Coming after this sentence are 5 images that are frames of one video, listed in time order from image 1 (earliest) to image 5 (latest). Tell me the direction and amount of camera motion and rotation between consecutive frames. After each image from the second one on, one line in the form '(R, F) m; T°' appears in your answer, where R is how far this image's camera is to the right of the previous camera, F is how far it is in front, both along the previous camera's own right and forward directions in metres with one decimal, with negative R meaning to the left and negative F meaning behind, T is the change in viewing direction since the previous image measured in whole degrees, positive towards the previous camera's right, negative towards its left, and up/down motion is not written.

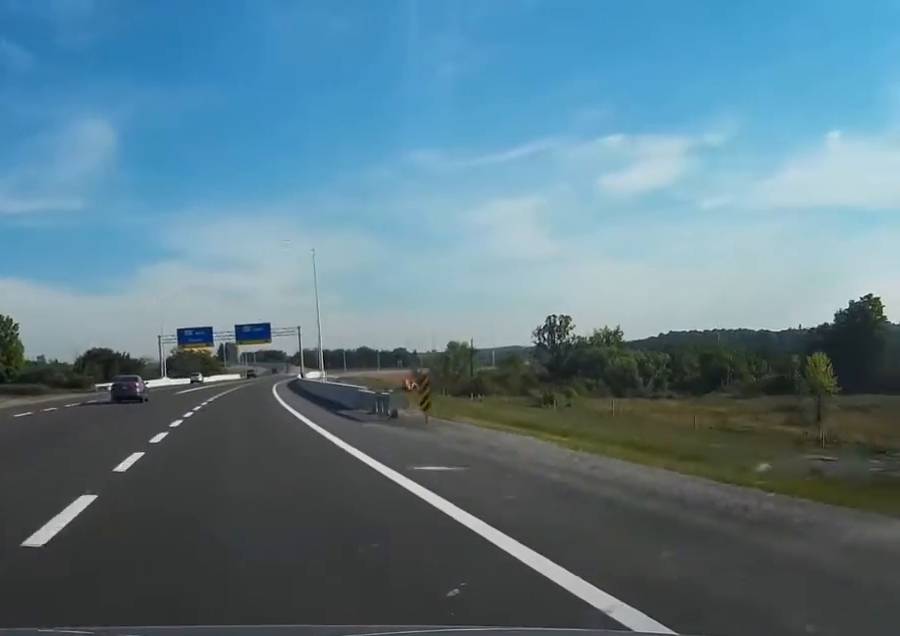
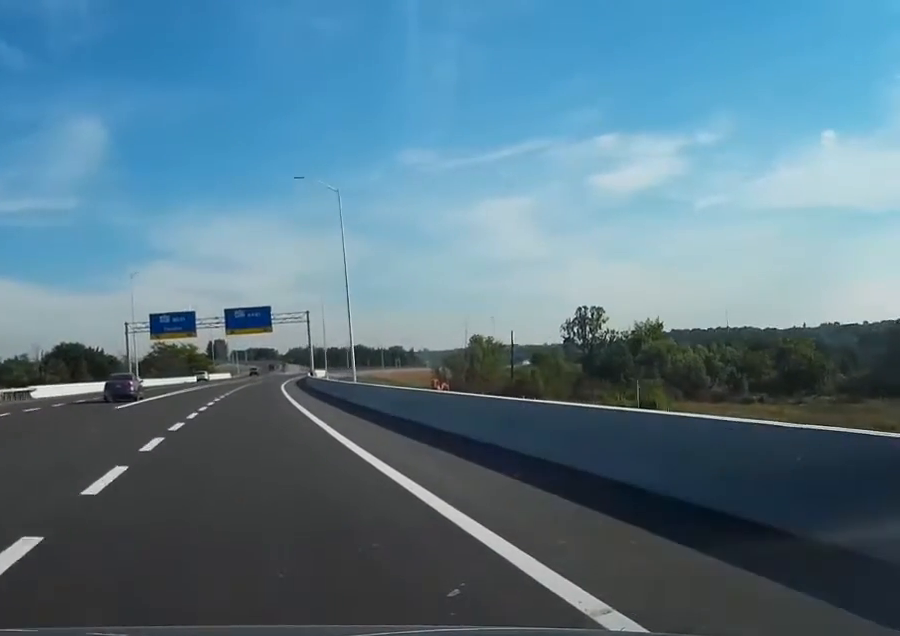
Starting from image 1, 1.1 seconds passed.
(+0.2, +32.5) m; +1°
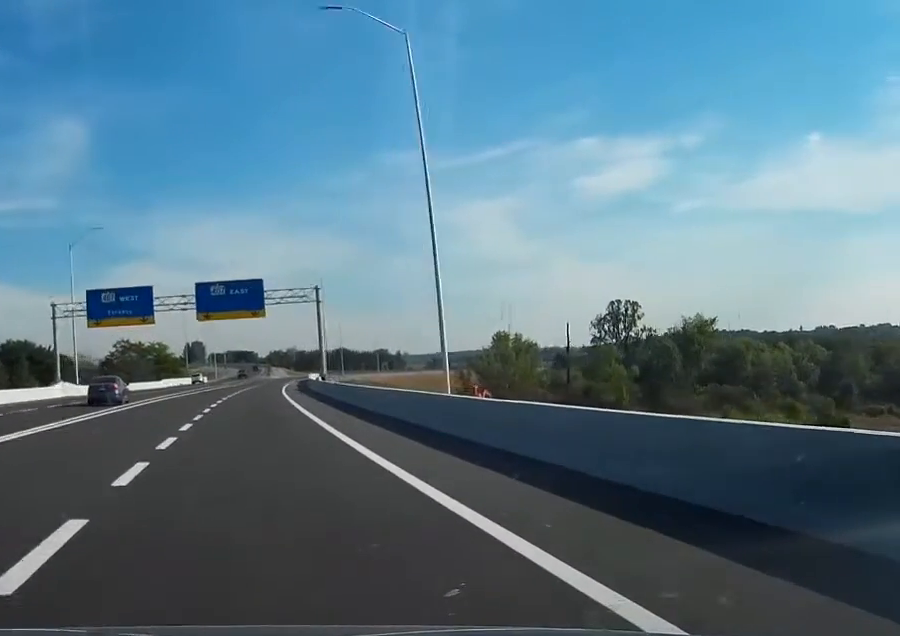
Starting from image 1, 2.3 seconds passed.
(+0.3, +34.4) m; +1°
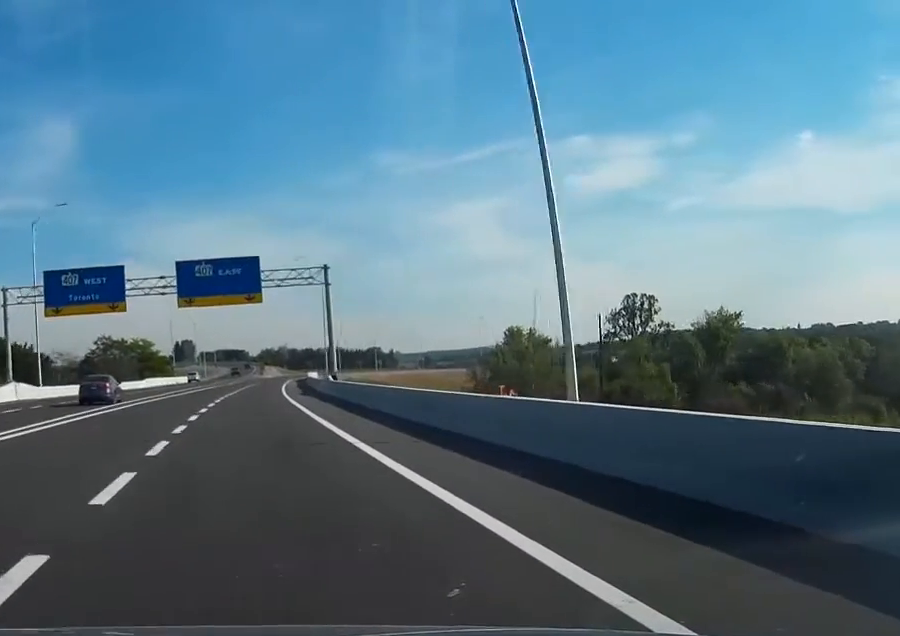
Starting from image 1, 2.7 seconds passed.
(0.0, +13.8) m; +1°
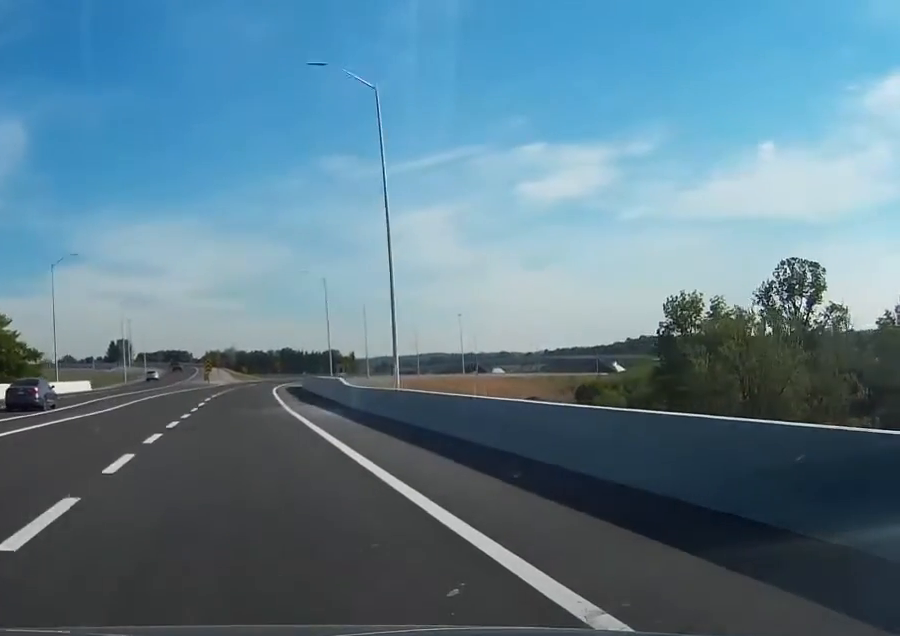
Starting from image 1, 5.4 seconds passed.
(+2.3, +79.5) m; +4°
